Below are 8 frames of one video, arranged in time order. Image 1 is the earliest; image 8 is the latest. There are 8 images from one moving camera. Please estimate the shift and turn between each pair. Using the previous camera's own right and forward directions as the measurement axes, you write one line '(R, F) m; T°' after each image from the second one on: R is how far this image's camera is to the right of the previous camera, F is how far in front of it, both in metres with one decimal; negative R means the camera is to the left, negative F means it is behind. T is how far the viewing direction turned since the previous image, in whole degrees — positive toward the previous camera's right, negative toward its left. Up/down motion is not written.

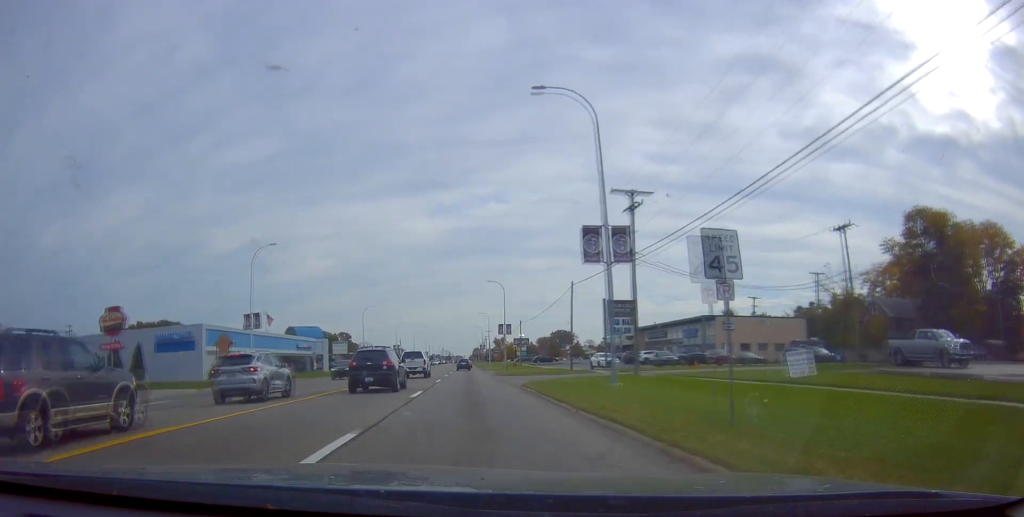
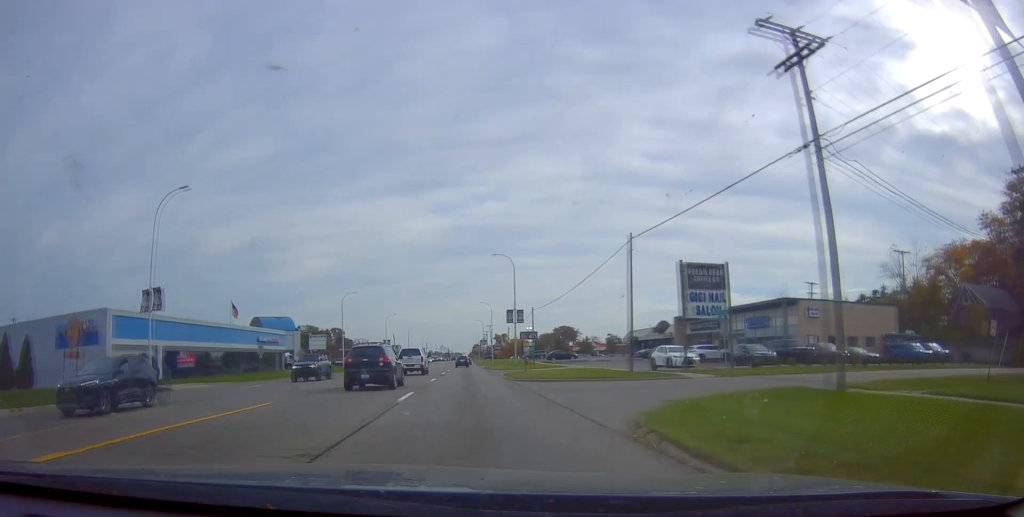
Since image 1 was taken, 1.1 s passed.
(-0.1, +18.9) m; +1°
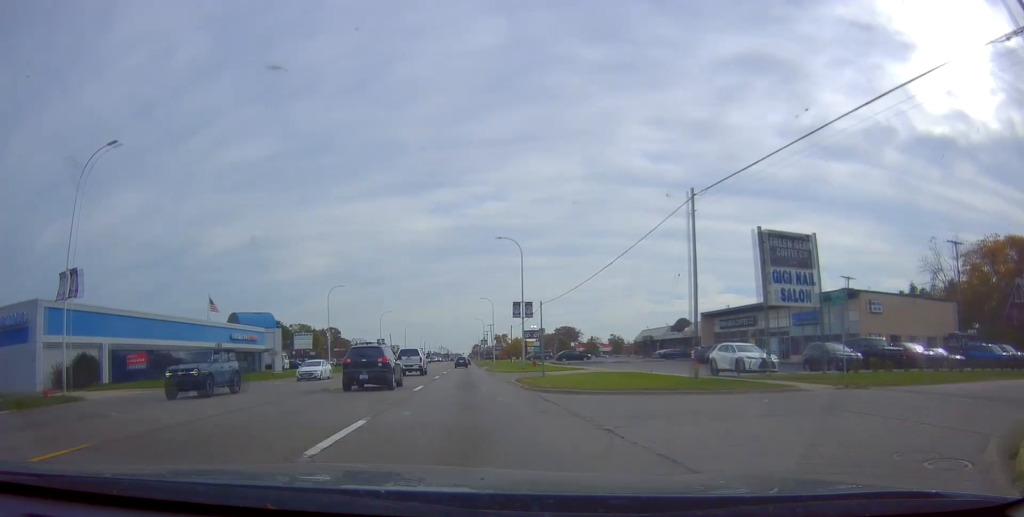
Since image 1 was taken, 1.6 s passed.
(+0.2, +9.5) m; +1°
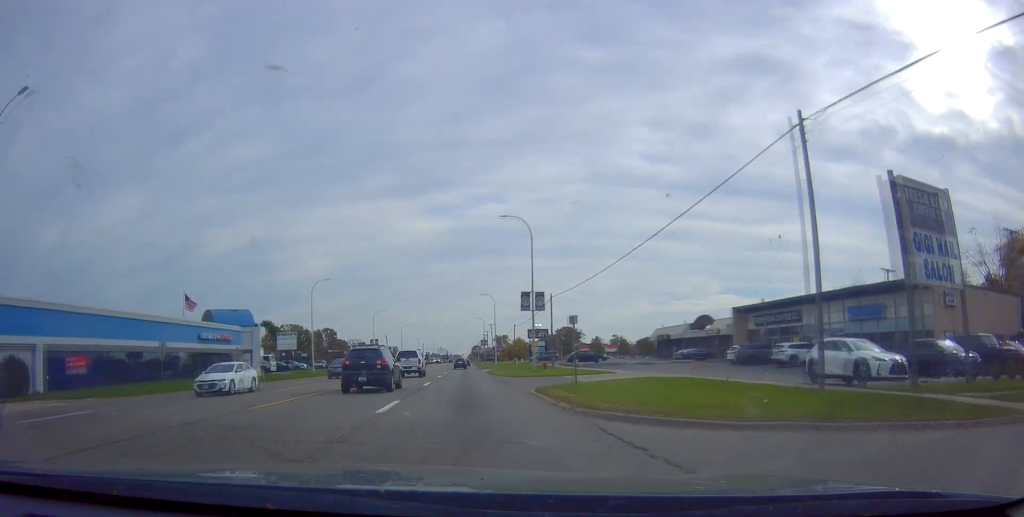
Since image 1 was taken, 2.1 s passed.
(0.0, +9.0) m; 0°
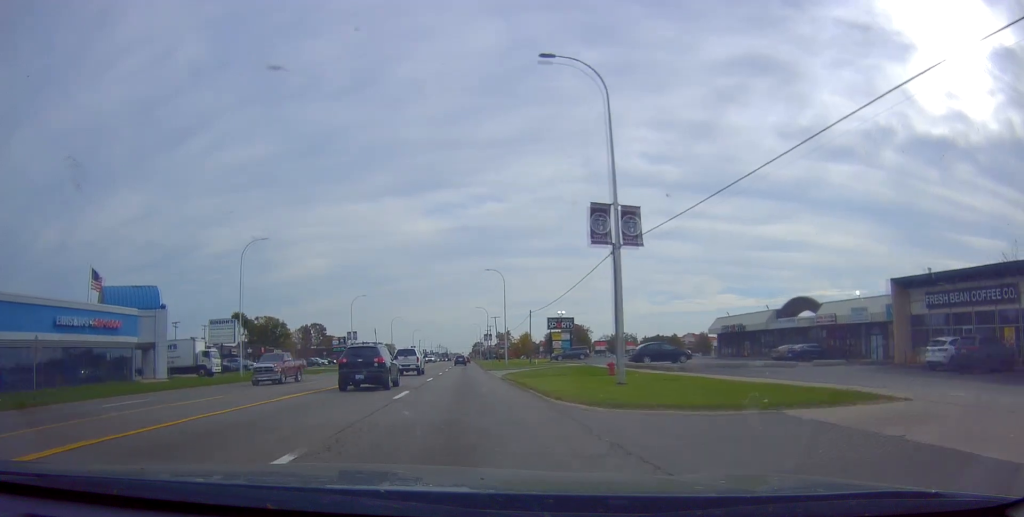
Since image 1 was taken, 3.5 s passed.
(0.0, +25.9) m; 0°
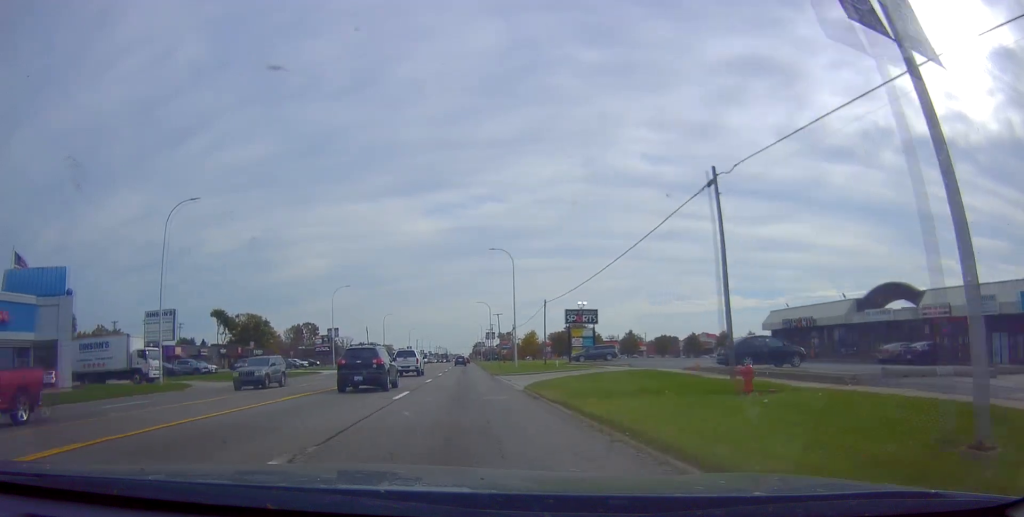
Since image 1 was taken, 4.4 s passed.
(0.0, +15.1) m; -1°
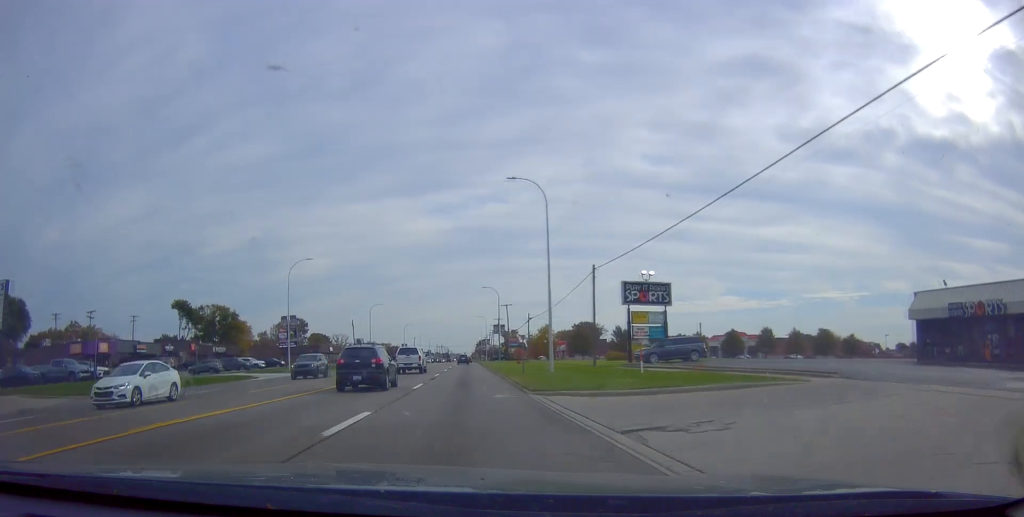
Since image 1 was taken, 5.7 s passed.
(-0.6, +24.1) m; -2°
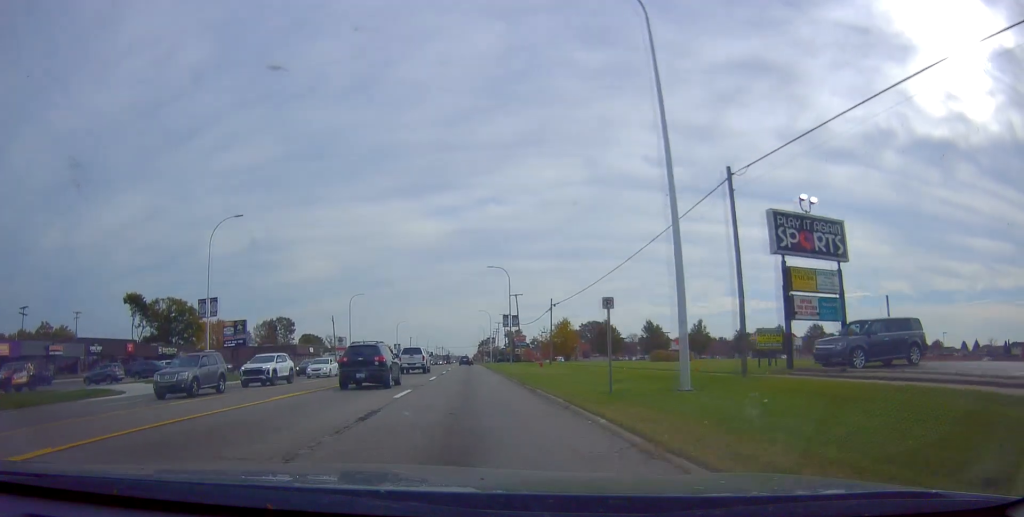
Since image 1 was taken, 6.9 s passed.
(+0.3, +22.3) m; +2°
